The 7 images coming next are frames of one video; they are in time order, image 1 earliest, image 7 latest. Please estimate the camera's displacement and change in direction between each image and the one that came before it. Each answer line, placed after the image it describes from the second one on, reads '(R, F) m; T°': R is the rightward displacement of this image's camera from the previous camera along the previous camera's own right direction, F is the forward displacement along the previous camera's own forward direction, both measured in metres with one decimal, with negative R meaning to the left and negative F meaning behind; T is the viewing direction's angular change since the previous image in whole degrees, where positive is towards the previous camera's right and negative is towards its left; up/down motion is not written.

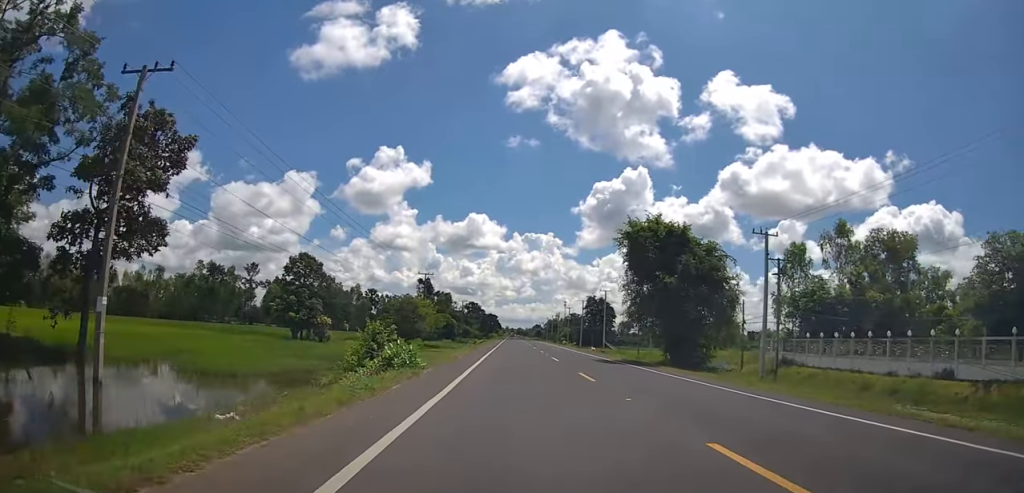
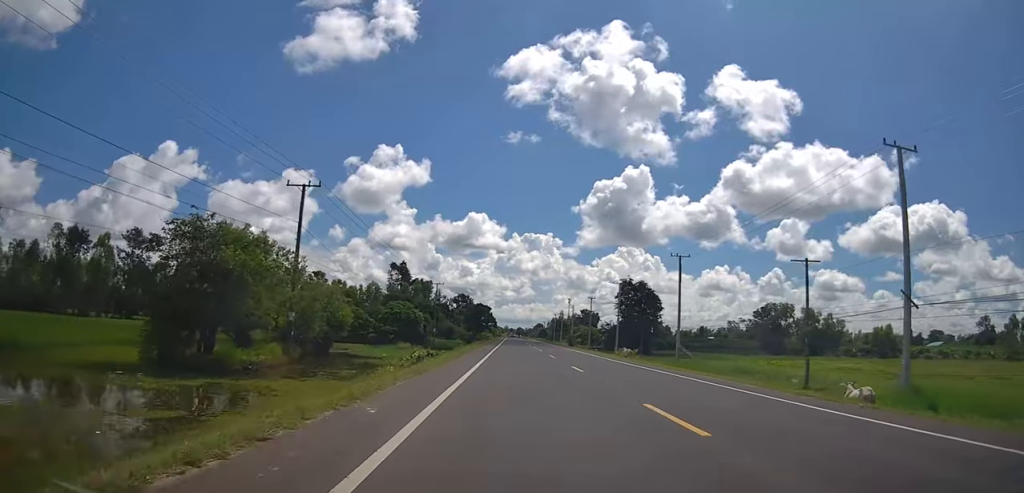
(+0.2, +57.2) m; 0°
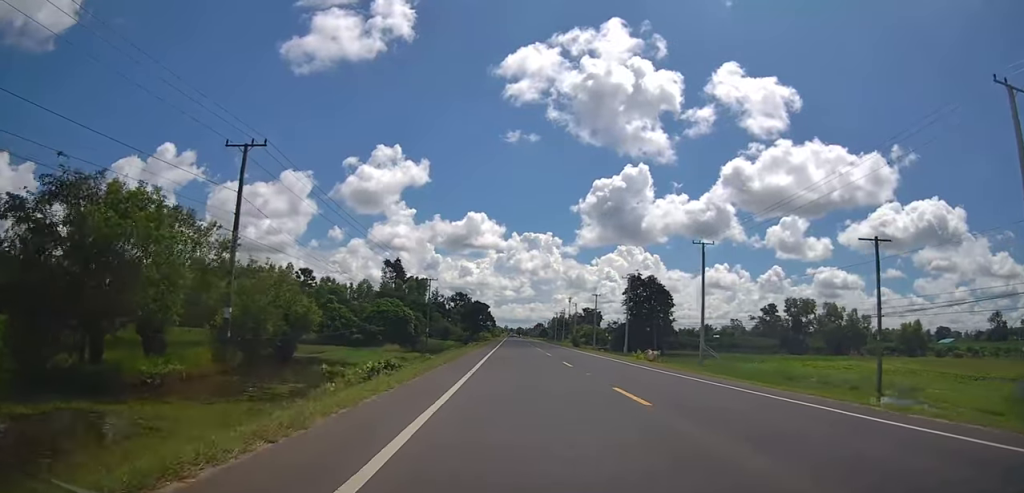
(+0.4, +9.0) m; 0°
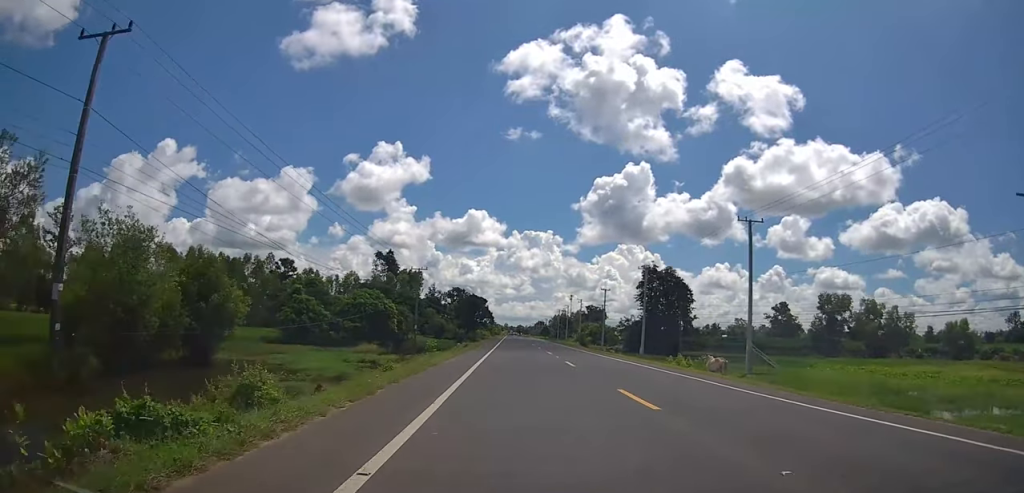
(-0.1, +12.7) m; -1°
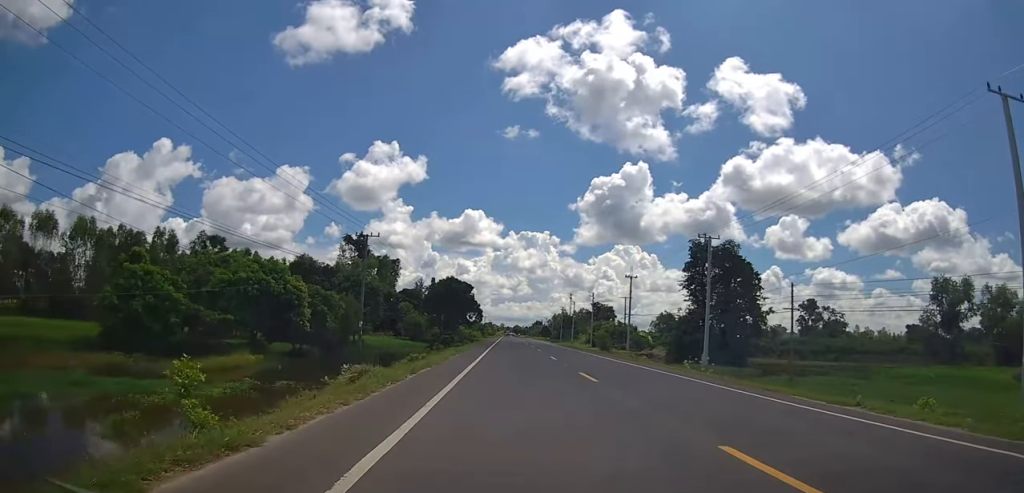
(-0.8, +30.7) m; 0°
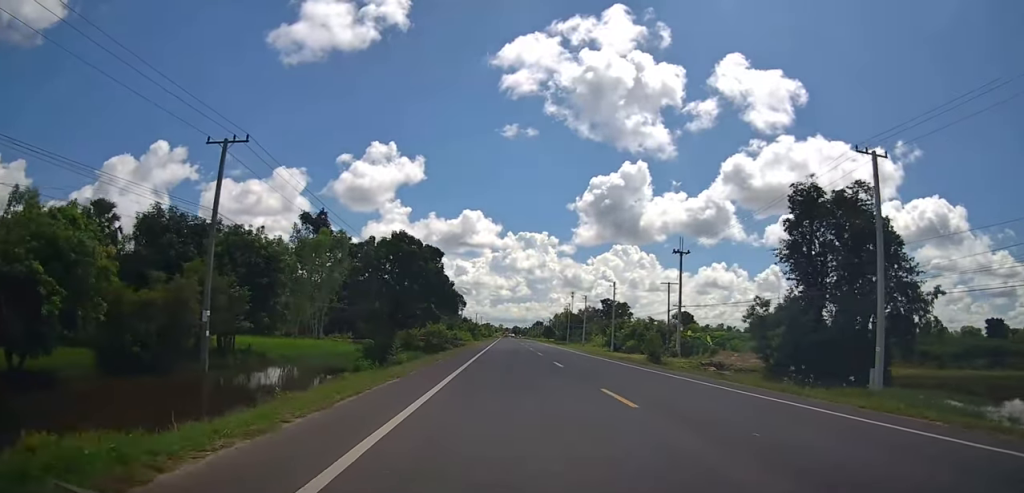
(+0.8, +30.0) m; 0°
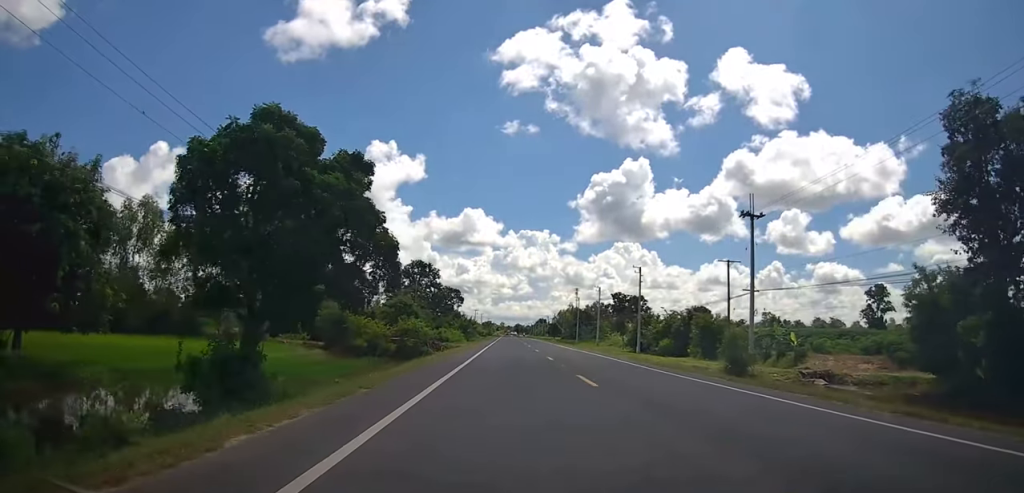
(-0.7, +20.7) m; 0°
